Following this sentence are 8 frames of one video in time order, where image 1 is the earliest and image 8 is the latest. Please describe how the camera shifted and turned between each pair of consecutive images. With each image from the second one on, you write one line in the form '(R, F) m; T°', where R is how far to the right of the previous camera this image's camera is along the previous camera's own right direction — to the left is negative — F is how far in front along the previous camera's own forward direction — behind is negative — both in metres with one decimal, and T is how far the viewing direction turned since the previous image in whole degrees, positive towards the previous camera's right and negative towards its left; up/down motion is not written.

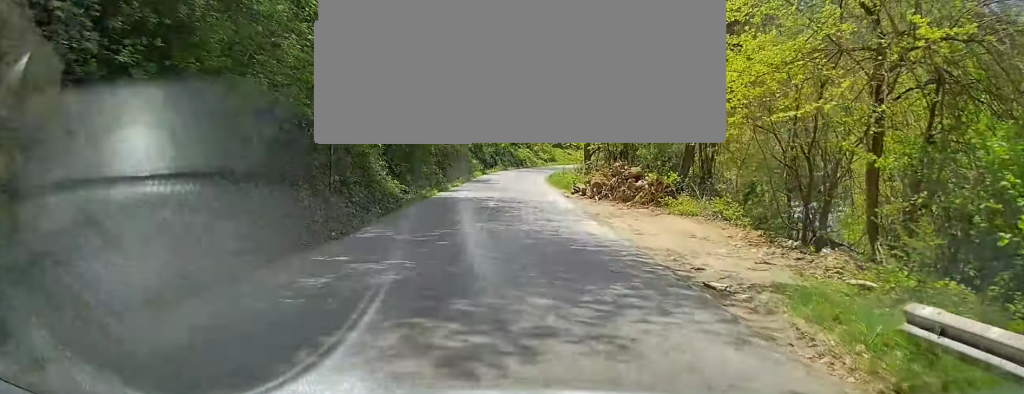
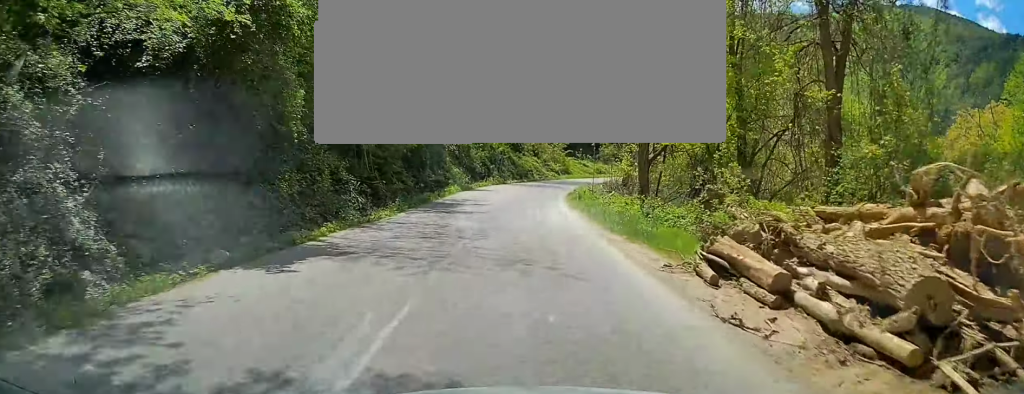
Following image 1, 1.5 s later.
(-0.6, +22.0) m; -2°
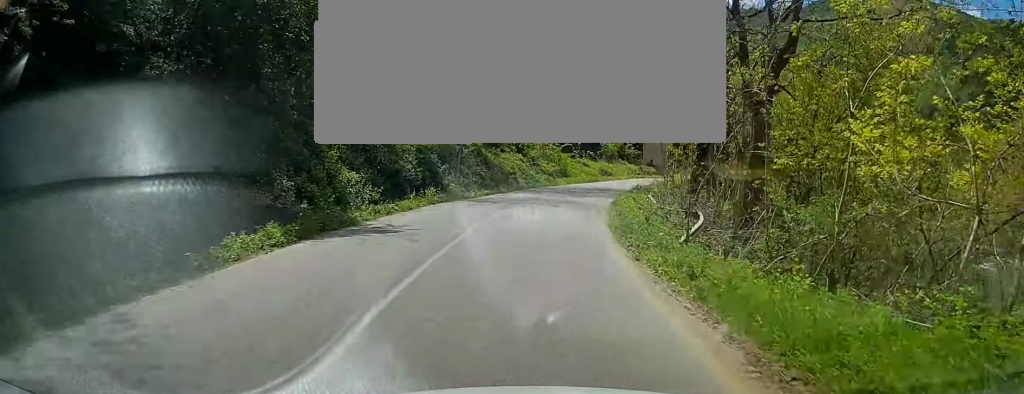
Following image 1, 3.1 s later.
(-0.1, +24.2) m; +1°
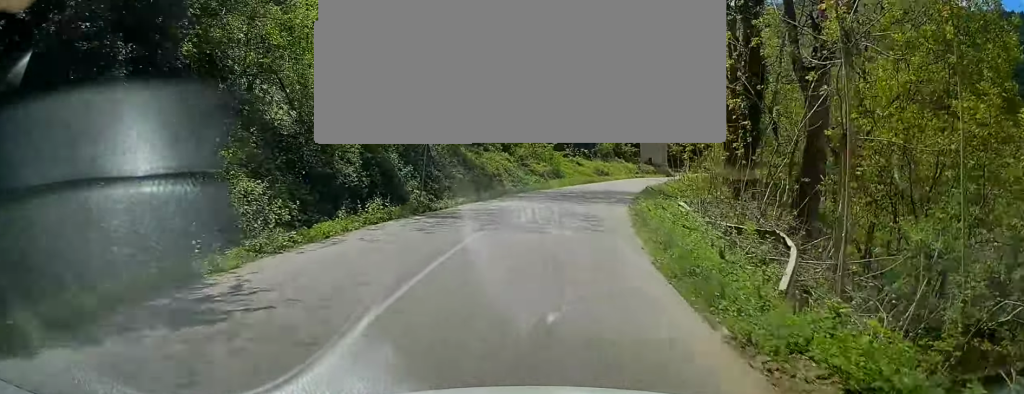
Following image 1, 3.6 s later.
(+0.2, +7.2) m; +2°
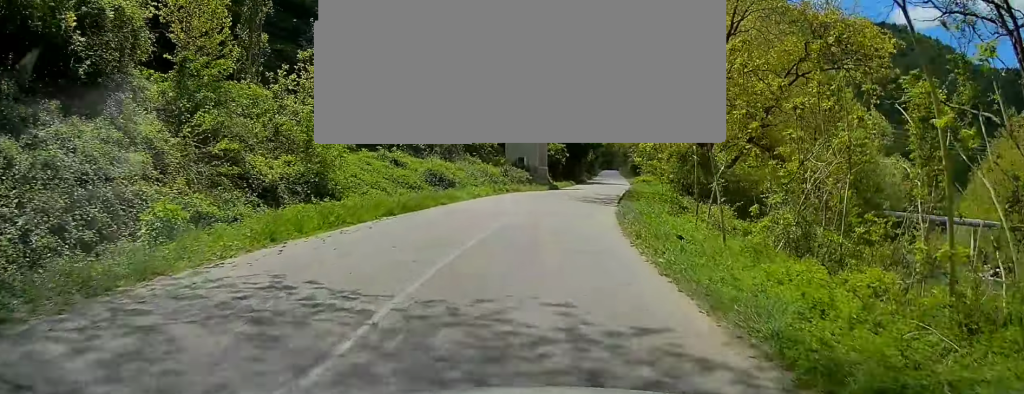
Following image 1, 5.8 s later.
(+3.2, +33.9) m; +11°
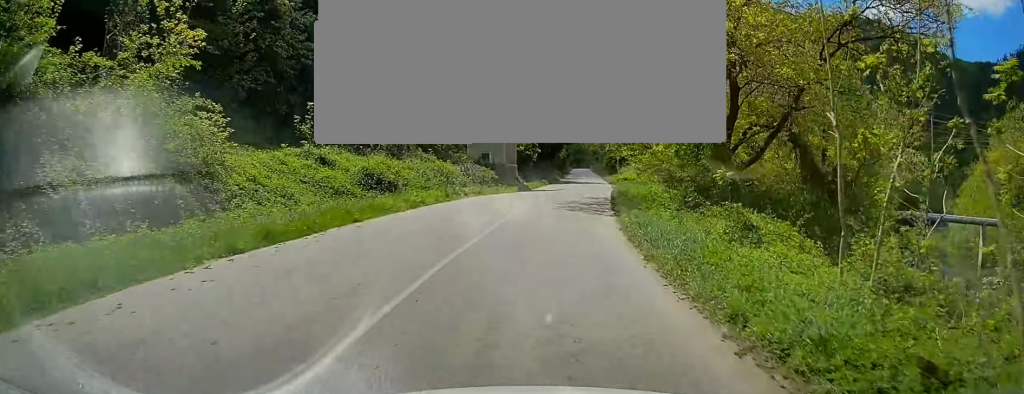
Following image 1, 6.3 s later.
(+0.1, +8.0) m; +3°
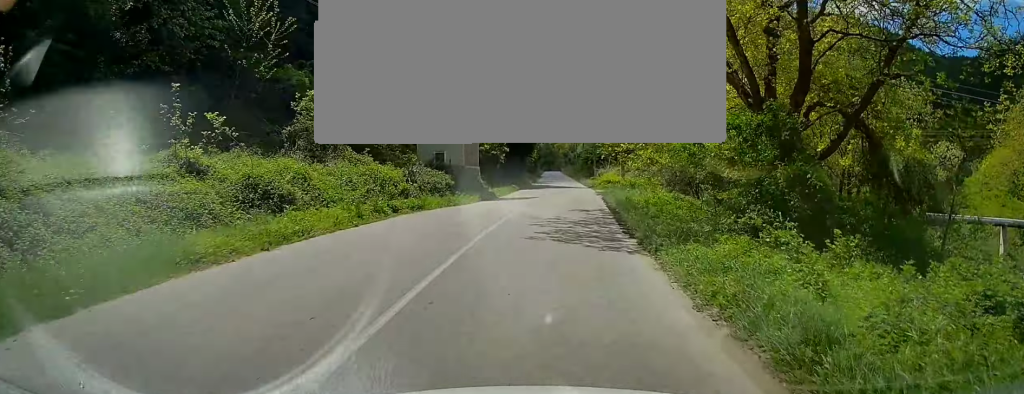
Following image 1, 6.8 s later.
(+0.2, +9.4) m; +3°
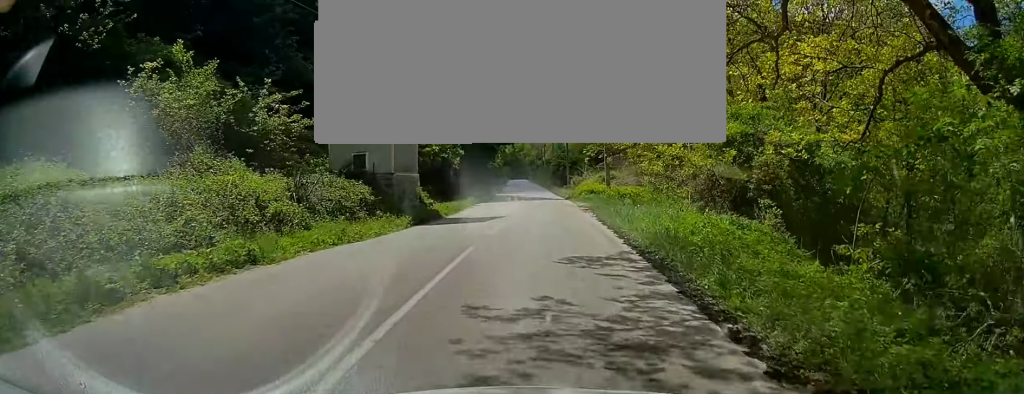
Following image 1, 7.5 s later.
(+0.5, +11.3) m; +3°
